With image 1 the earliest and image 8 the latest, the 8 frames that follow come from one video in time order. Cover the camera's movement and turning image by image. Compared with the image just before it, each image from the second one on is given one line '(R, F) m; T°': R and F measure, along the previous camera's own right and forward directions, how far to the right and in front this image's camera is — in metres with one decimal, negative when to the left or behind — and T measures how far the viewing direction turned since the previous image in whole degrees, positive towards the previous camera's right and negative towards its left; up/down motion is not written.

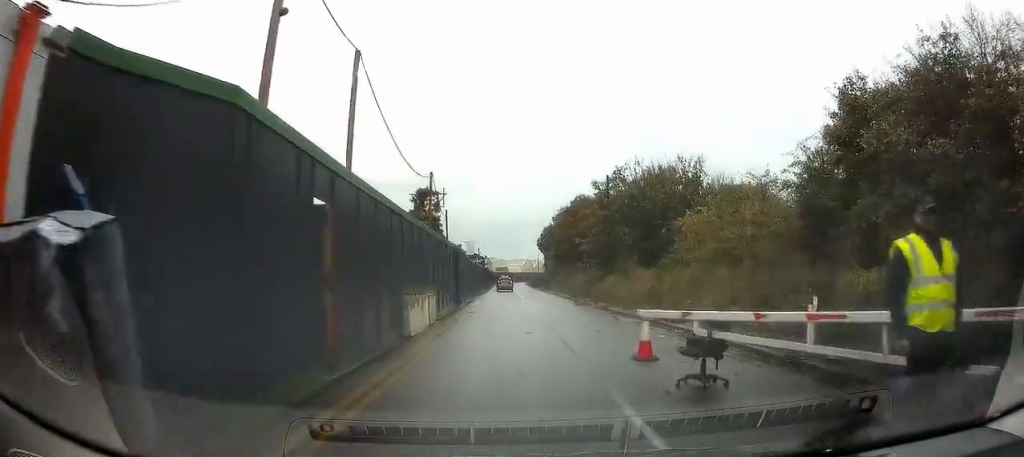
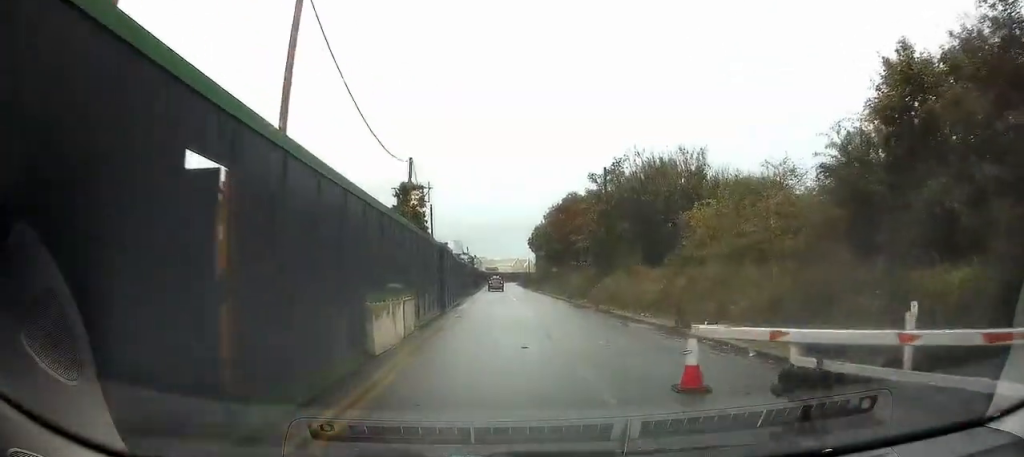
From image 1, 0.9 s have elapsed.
(+0.2, +2.7) m; +3°
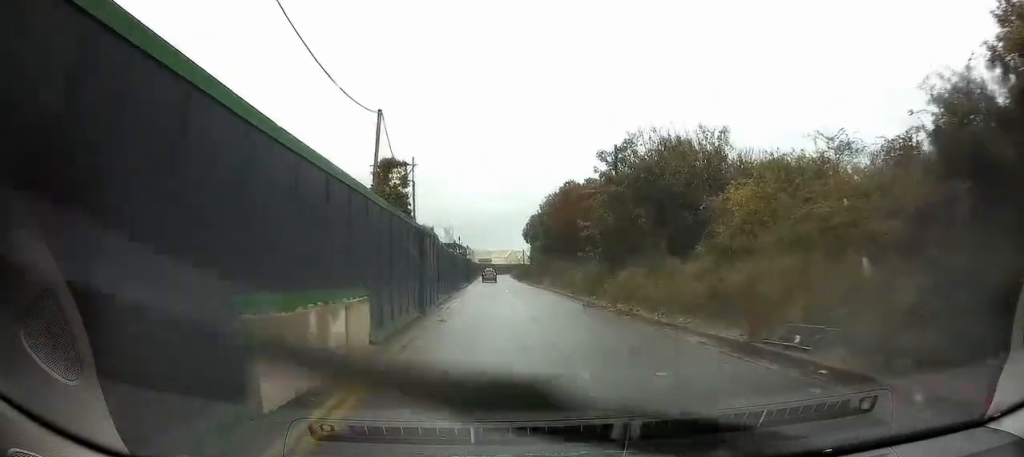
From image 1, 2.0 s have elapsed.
(0.0, +3.8) m; 0°
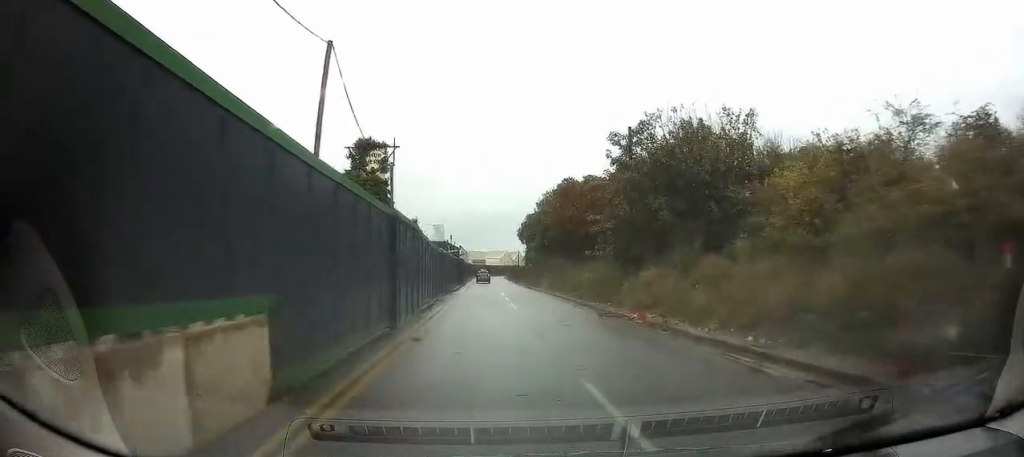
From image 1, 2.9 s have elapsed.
(0.0, +3.8) m; +2°
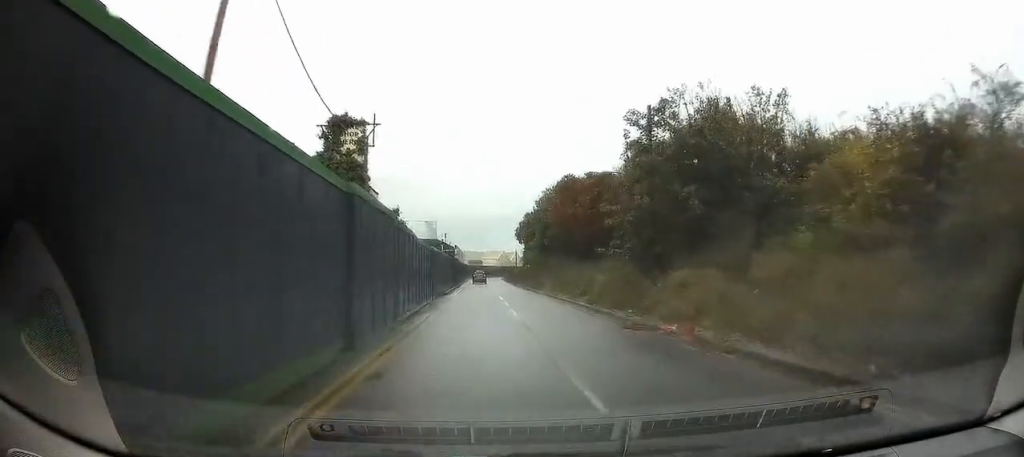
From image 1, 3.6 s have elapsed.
(+0.2, +3.3) m; +2°
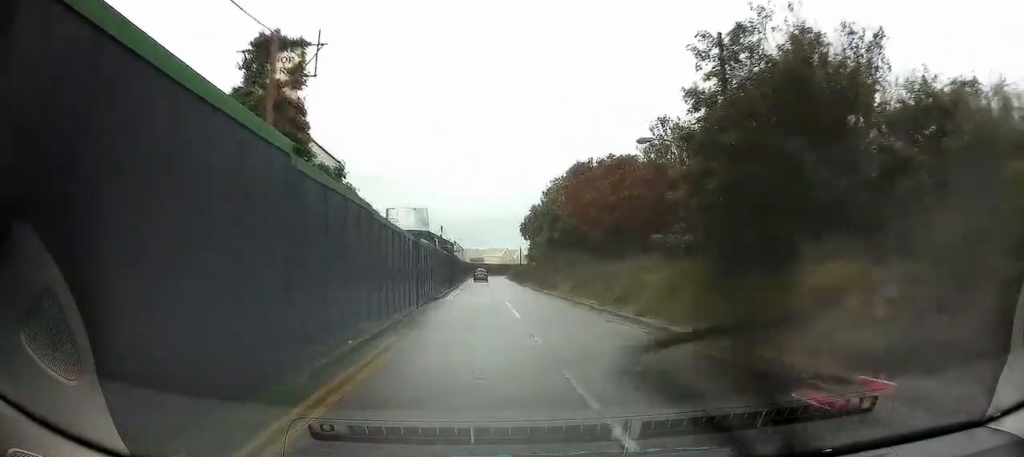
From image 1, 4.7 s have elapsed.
(-0.1, +6.7) m; 0°
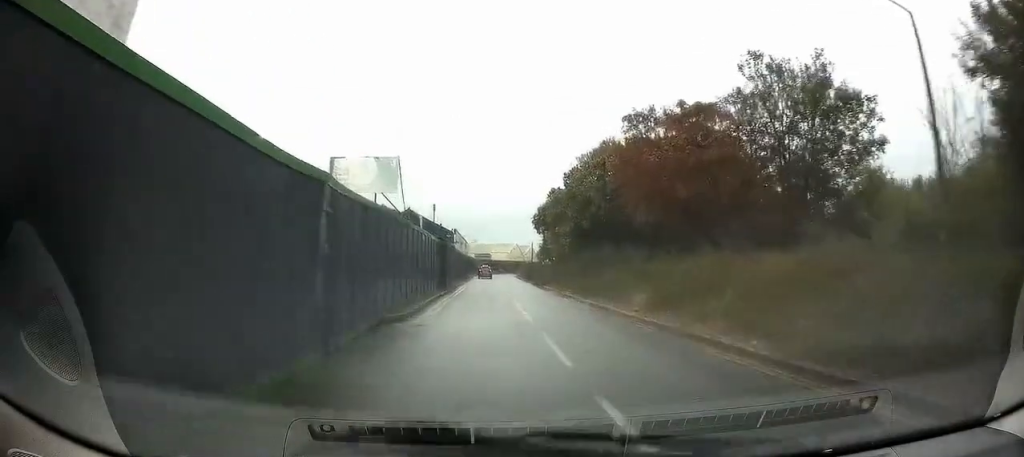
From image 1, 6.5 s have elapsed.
(-0.4, +12.4) m; -3°
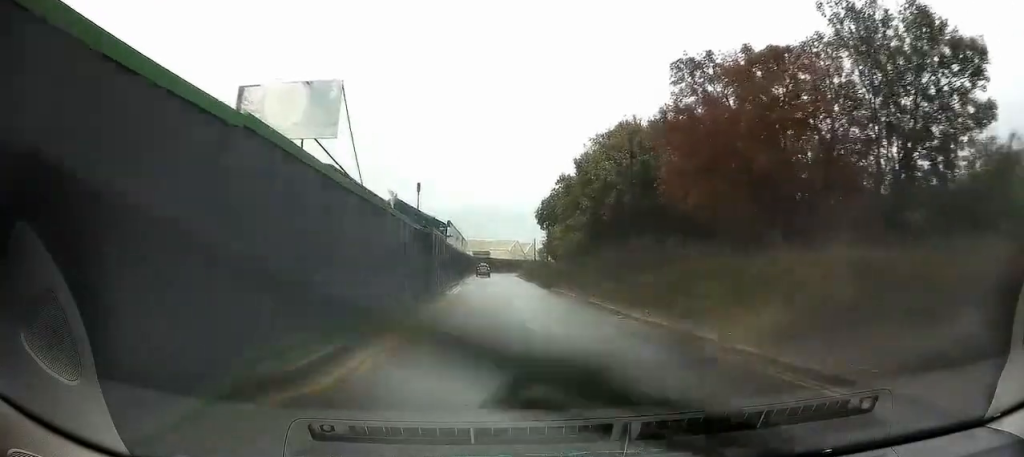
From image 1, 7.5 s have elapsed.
(+0.1, +7.7) m; +1°
